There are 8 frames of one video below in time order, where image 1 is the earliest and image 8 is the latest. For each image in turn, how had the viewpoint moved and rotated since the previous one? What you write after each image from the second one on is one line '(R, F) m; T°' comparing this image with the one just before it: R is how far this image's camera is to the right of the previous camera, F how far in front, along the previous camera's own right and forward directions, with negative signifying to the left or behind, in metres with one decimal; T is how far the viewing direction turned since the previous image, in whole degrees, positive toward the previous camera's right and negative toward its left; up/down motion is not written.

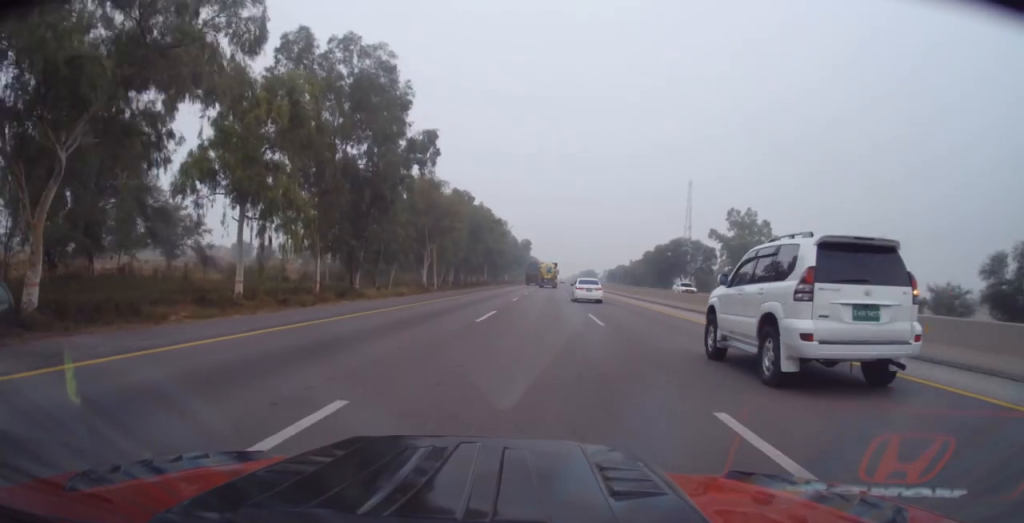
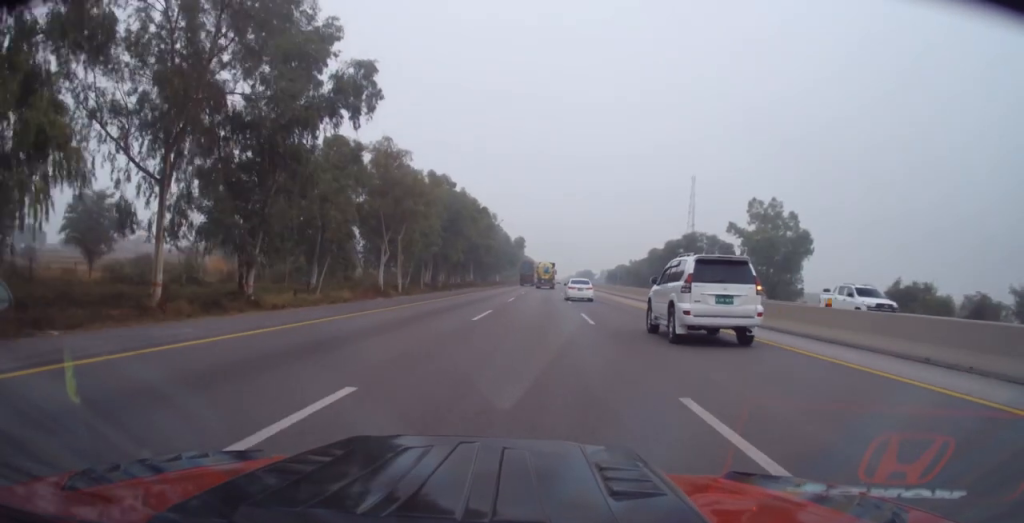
(+0.5, +17.1) m; +1°
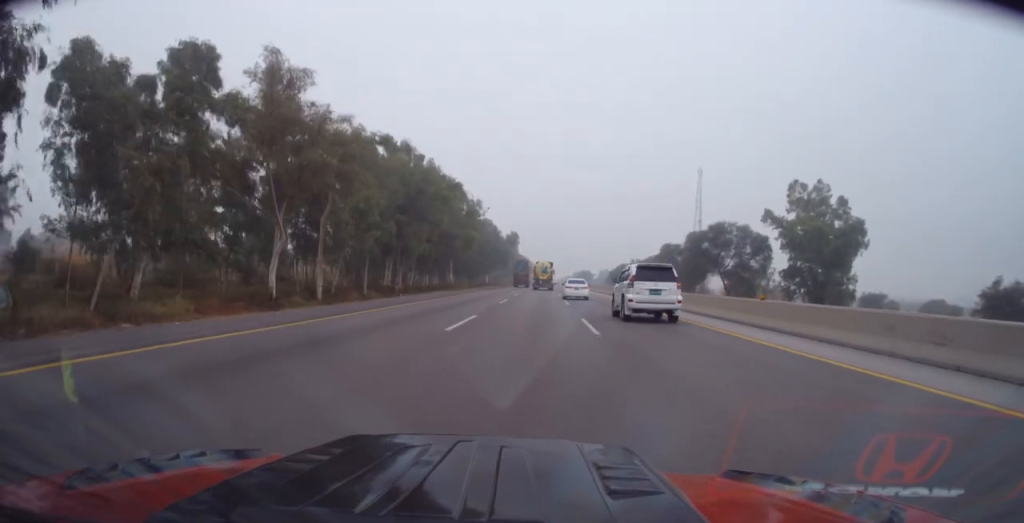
(+0.3, +21.7) m; 0°
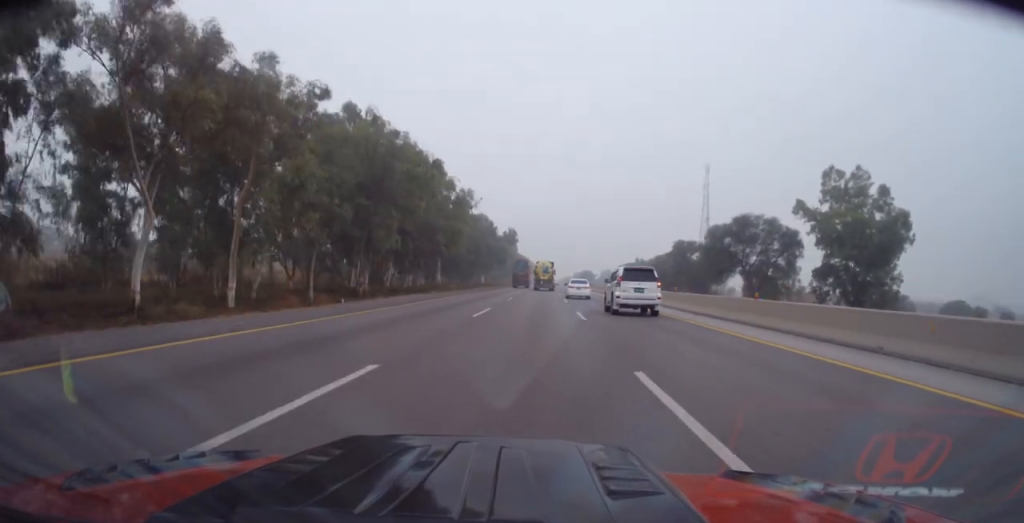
(0.0, +12.4) m; -1°
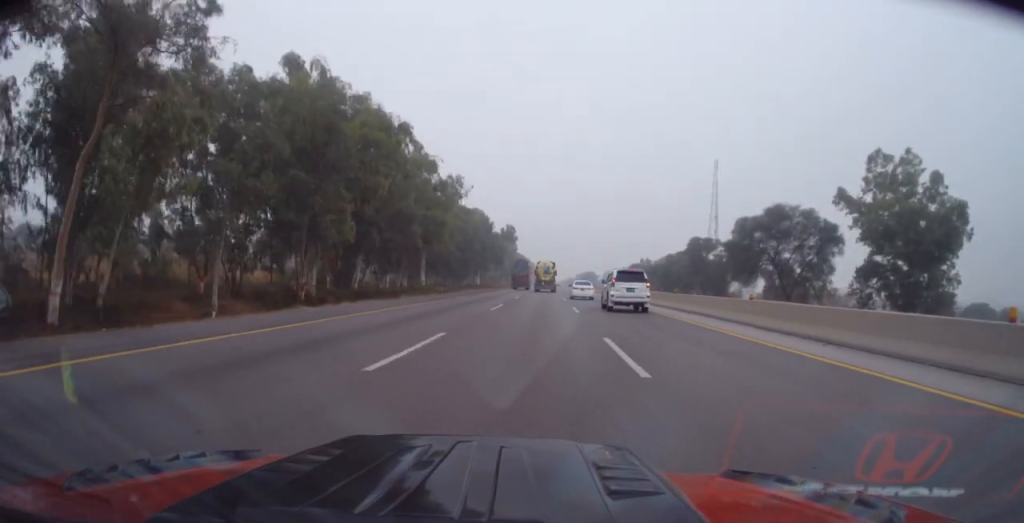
(-0.2, +12.4) m; 0°
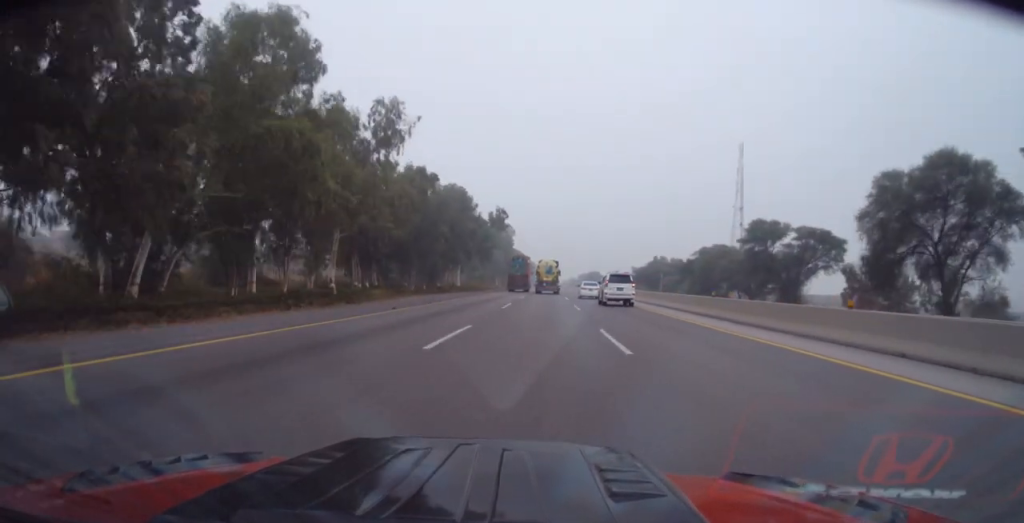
(-0.1, +33.2) m; +1°
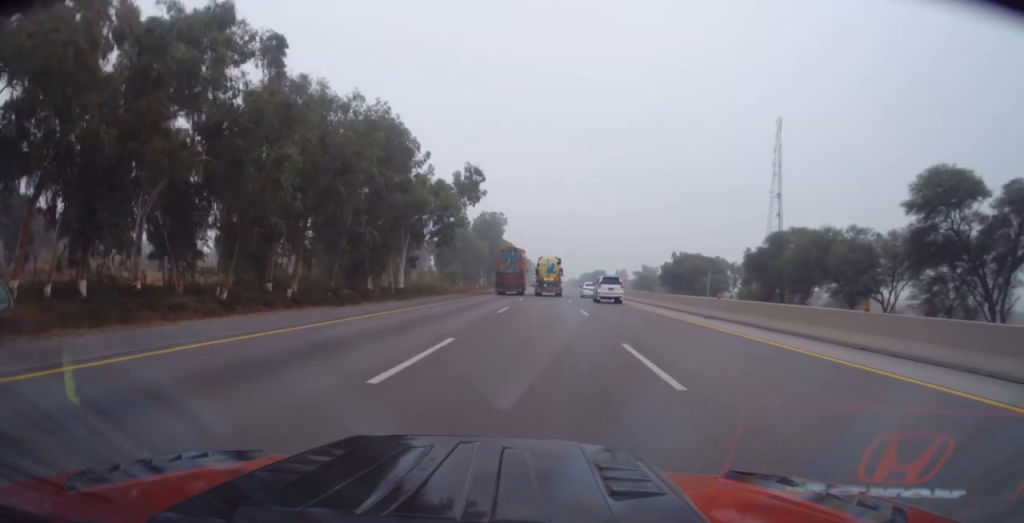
(+0.7, +40.1) m; 0°
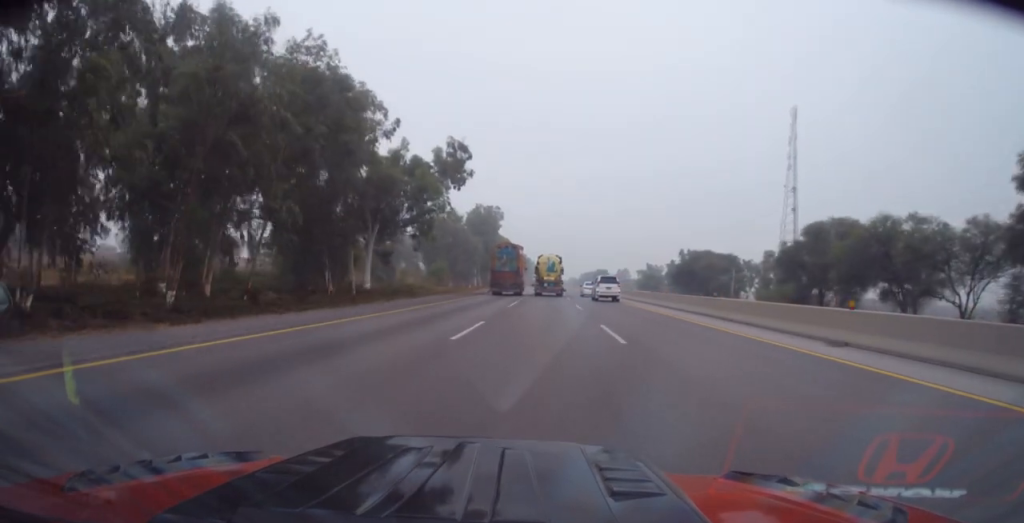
(-0.1, +12.2) m; 0°
